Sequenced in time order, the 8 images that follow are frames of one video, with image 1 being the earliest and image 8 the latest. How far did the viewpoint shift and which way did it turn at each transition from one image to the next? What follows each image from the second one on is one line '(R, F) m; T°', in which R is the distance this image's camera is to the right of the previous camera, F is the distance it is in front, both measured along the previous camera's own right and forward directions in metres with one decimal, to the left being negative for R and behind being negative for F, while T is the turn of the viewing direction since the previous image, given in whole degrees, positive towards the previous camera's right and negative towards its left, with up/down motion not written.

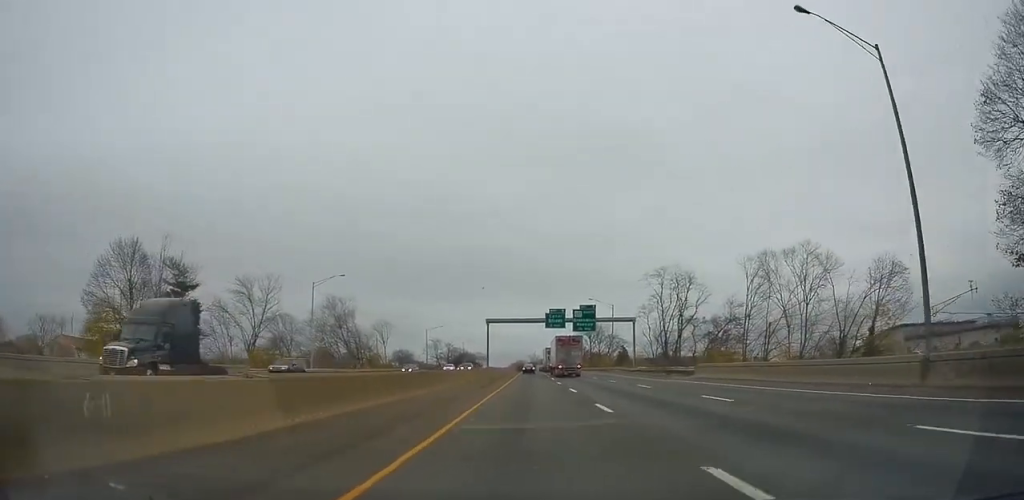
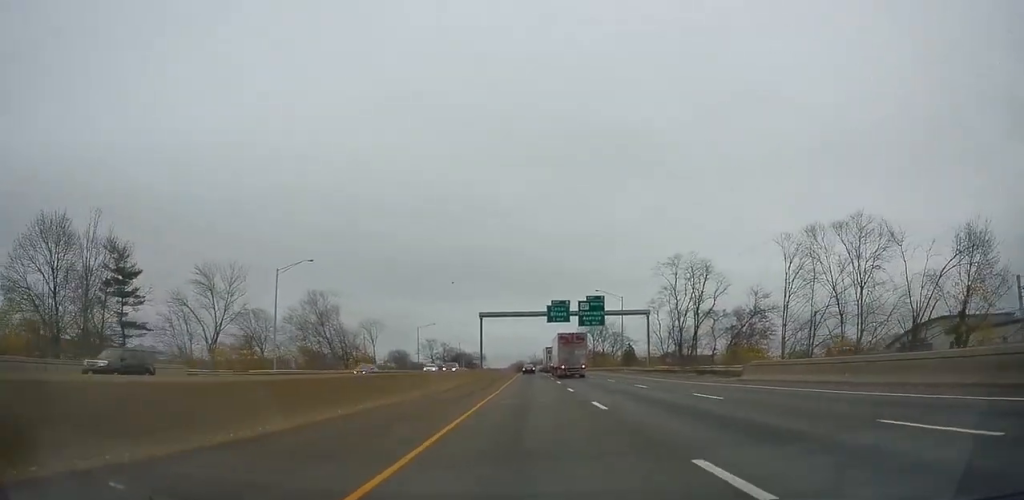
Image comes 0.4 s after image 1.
(+0.5, +11.3) m; +1°
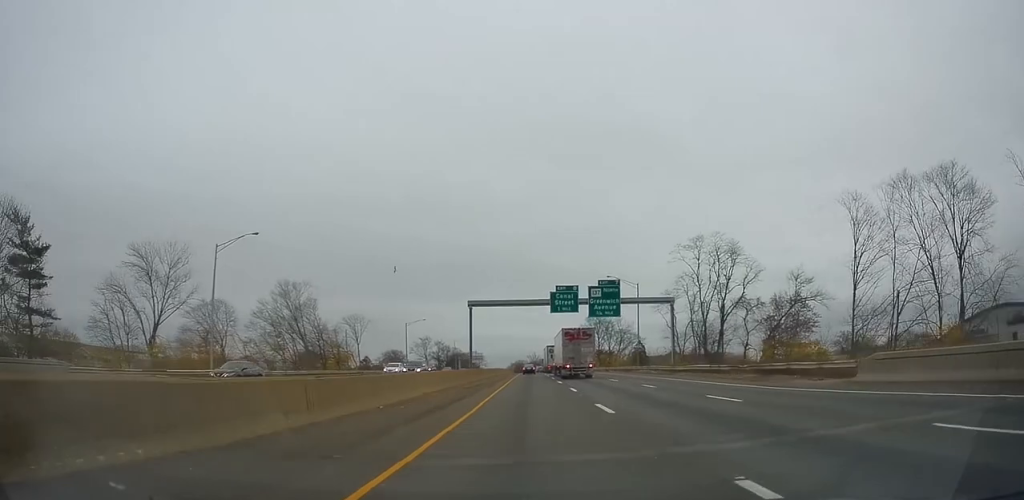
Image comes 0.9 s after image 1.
(+0.4, +14.1) m; +1°
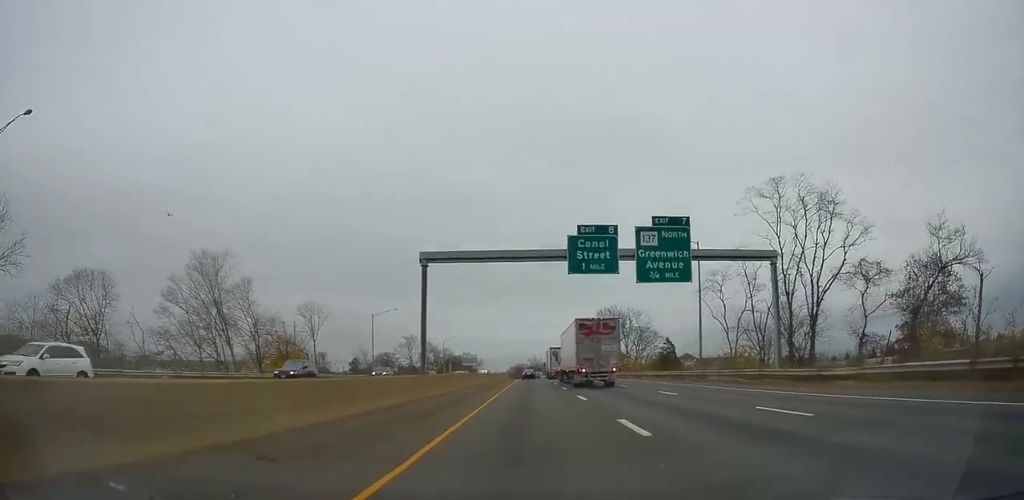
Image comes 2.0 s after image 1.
(-0.5, +28.8) m; -1°
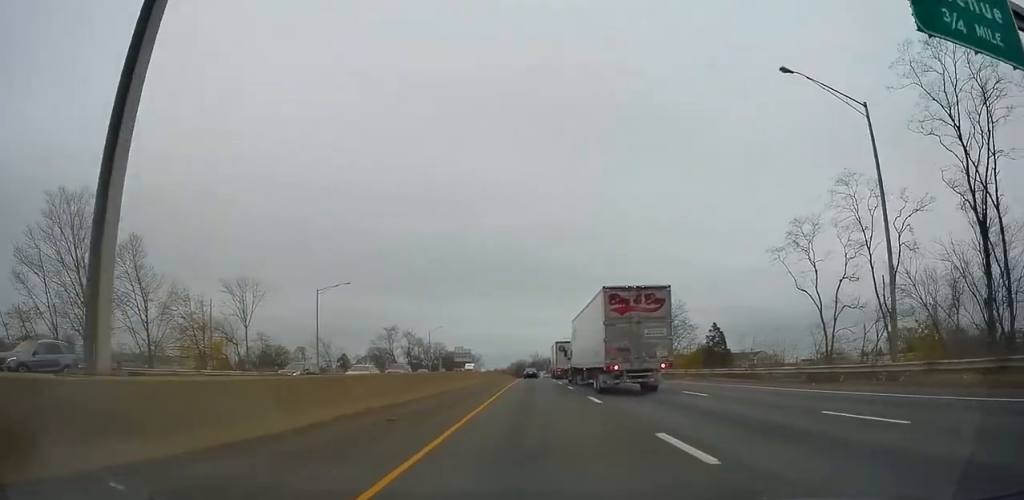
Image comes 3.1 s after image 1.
(-0.1, +28.4) m; -1°
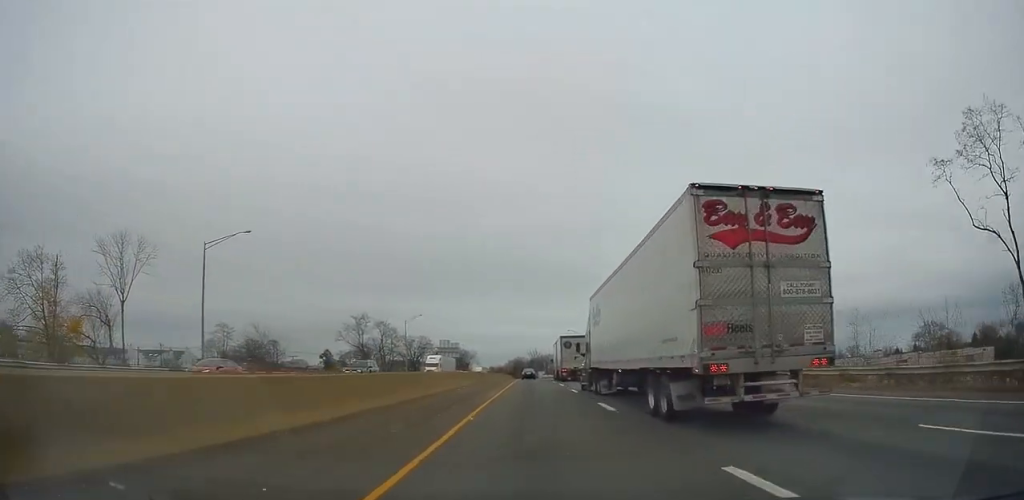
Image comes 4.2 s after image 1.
(-0.1, +27.8) m; +1°
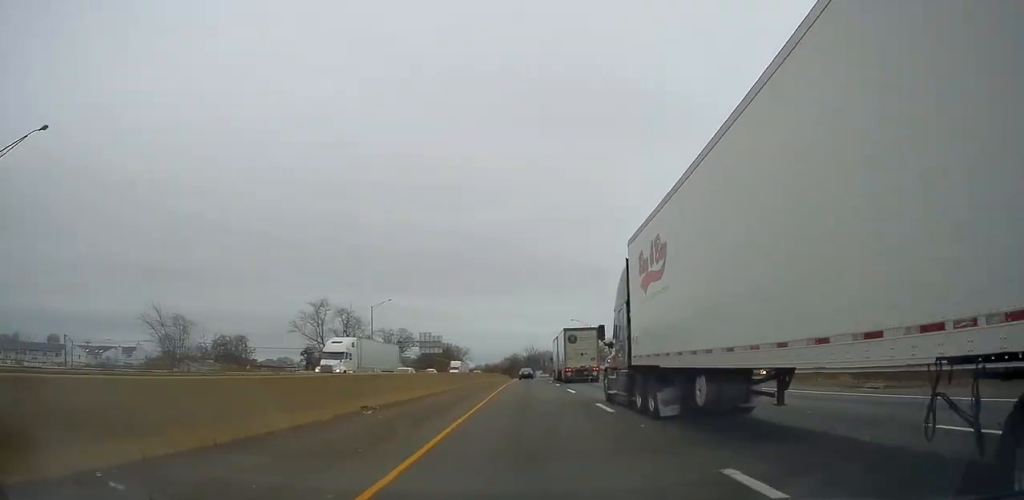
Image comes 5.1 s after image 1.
(+0.7, +24.6) m; 0°
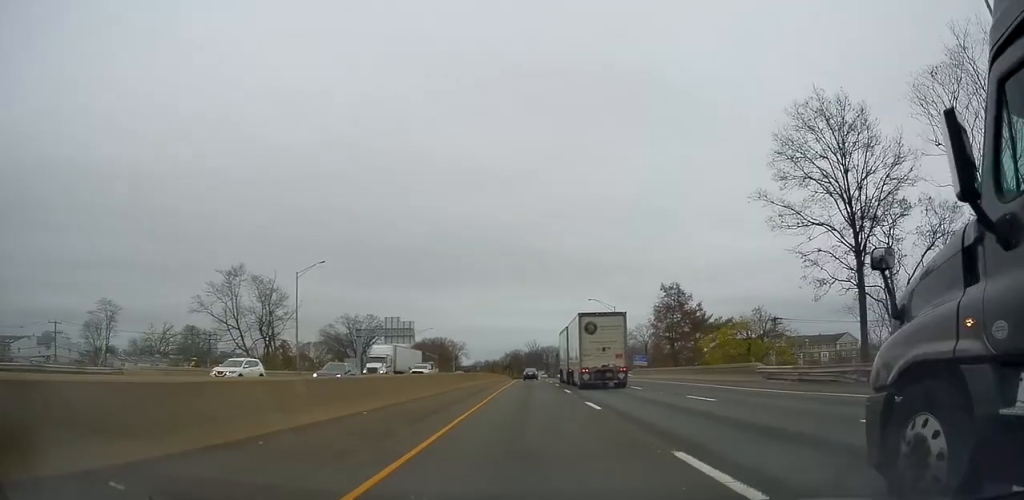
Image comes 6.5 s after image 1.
(-0.8, +34.6) m; 0°
